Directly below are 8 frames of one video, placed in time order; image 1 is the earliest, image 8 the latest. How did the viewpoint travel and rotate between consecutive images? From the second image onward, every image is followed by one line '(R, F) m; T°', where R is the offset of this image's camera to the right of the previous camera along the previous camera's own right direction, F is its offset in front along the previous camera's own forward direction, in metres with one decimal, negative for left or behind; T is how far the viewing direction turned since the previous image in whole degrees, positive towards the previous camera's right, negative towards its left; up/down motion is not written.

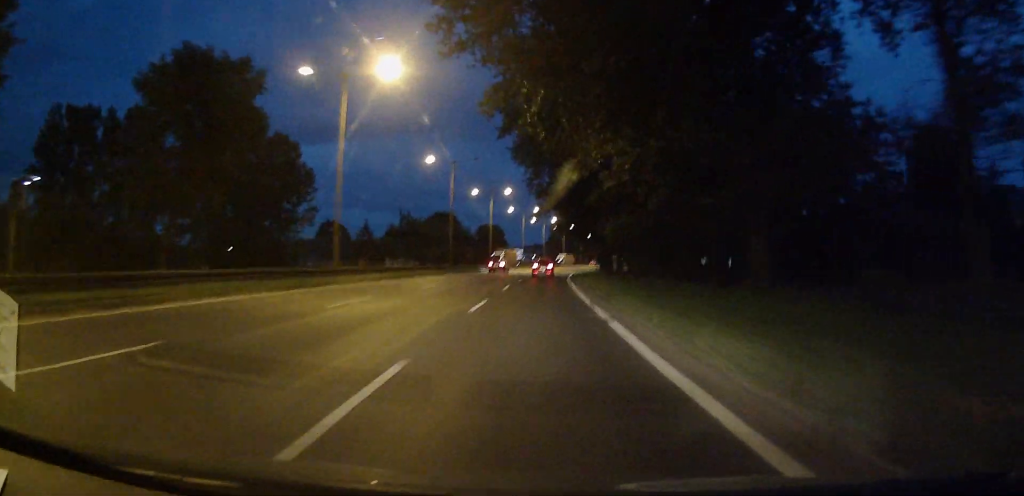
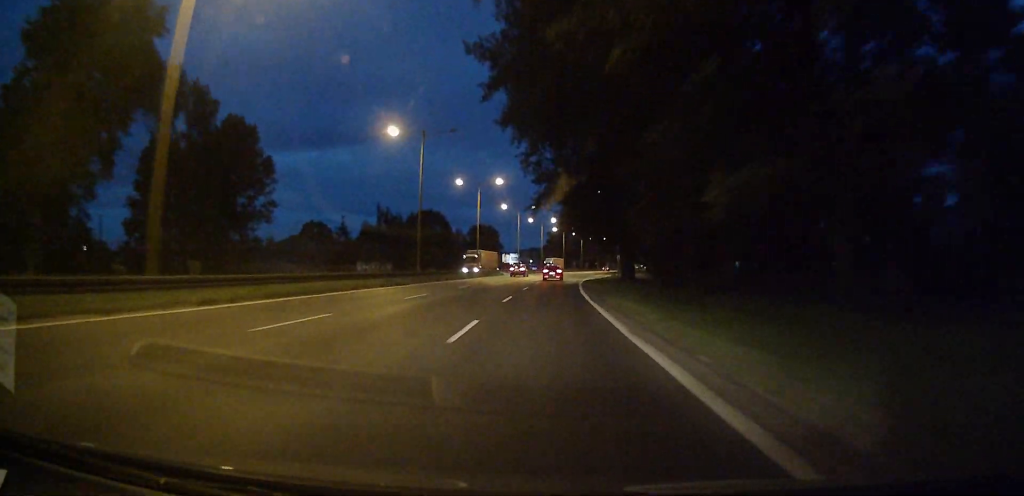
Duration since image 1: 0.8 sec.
(-0.2, +16.9) m; 0°
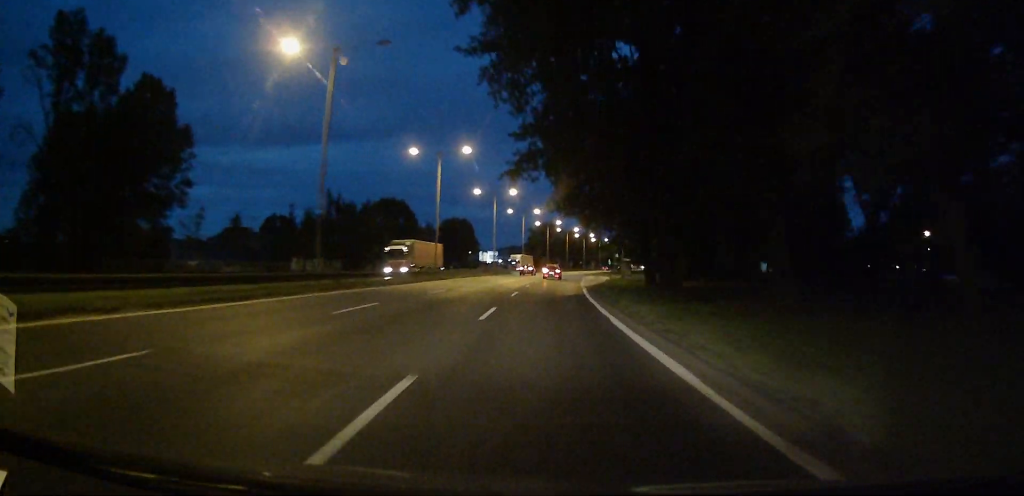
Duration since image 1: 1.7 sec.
(+0.1, +19.8) m; +2°
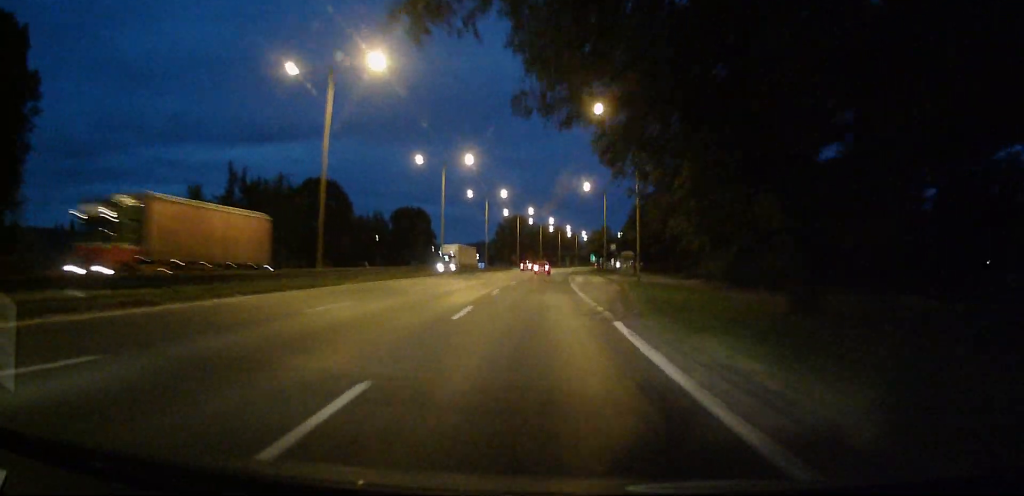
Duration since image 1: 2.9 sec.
(+0.7, +24.7) m; +3°
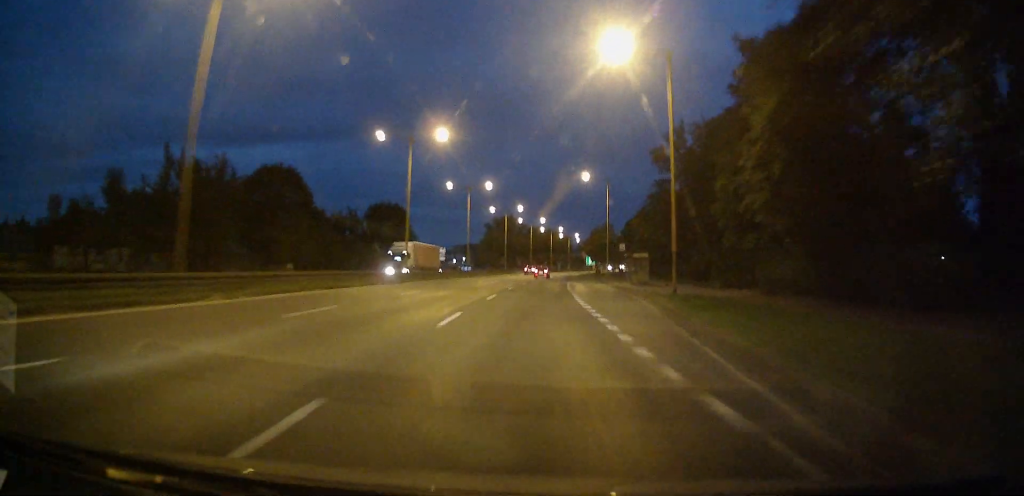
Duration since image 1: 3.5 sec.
(+0.1, +12.7) m; +1°
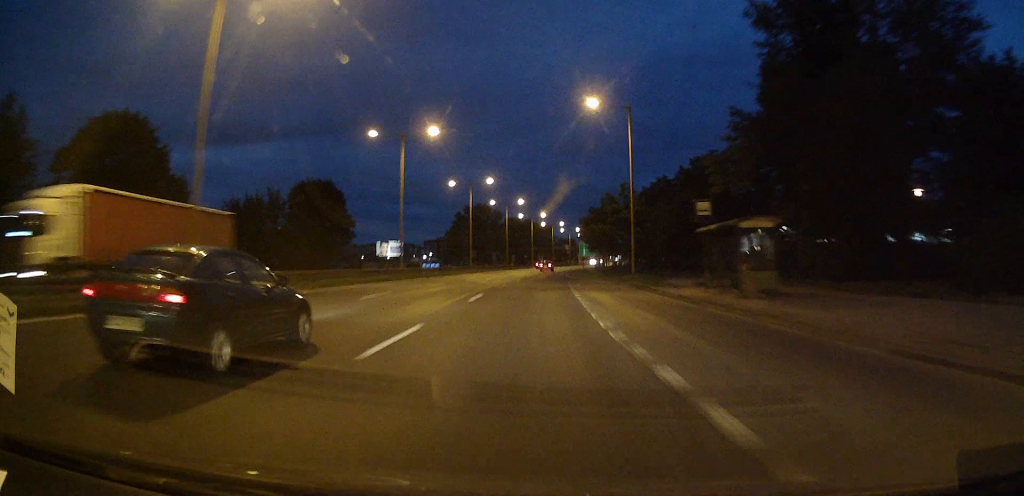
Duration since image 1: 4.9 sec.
(+0.3, +29.3) m; +1°
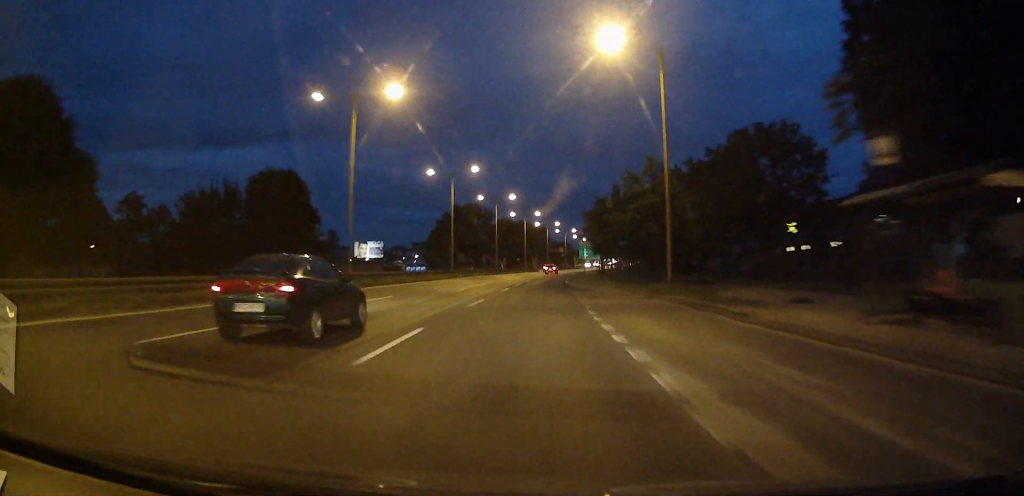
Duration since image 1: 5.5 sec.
(0.0, +12.4) m; 0°
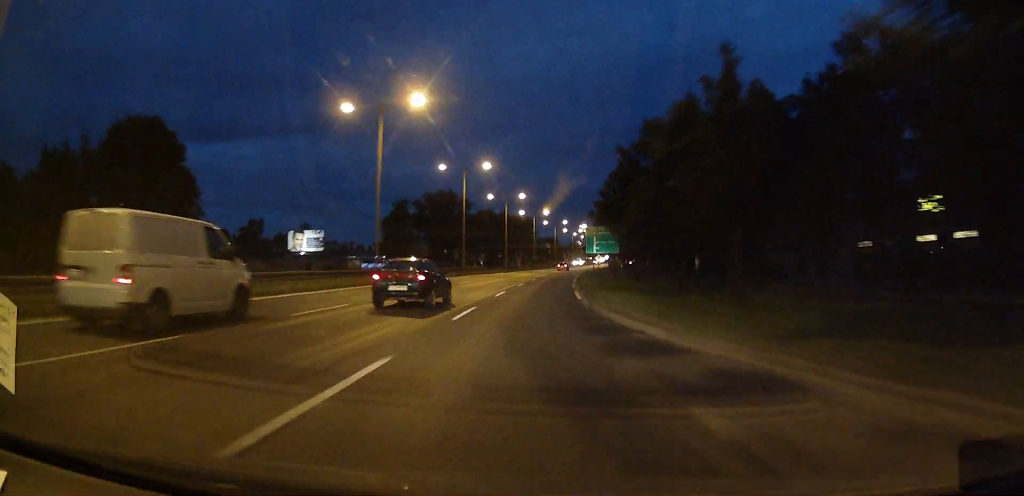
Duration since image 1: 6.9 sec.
(+0.5, +27.7) m; +2°
